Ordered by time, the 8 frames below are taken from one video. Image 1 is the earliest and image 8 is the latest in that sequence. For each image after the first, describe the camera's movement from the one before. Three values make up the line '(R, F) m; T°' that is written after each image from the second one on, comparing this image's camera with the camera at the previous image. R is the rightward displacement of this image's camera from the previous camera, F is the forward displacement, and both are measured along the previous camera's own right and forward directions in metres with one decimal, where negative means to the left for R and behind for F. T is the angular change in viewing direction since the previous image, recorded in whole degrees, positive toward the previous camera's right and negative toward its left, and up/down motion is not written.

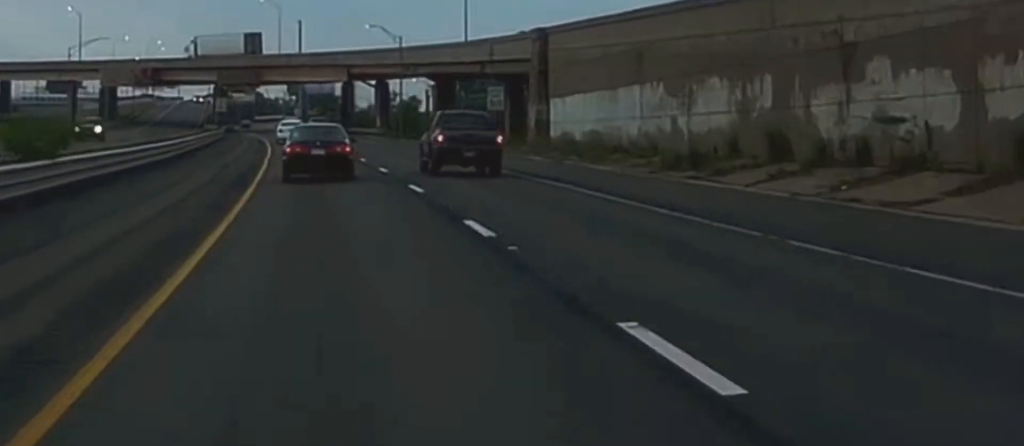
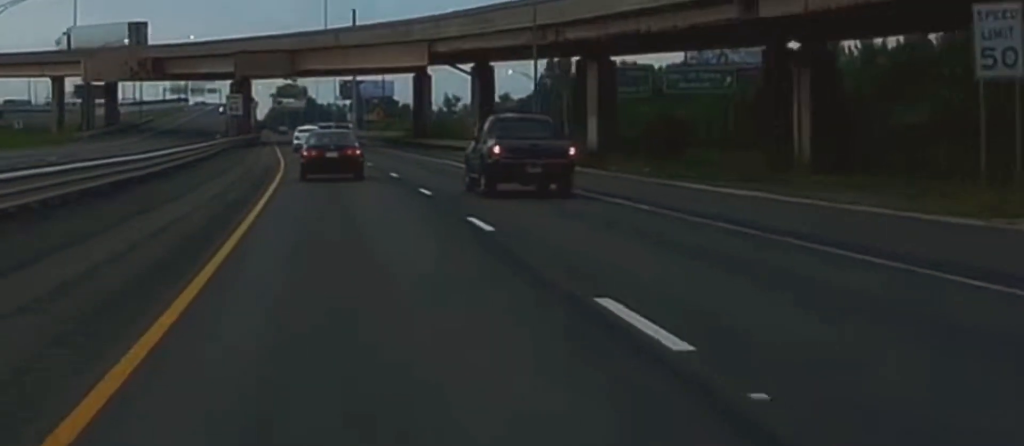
(-0.4, +59.2) m; -1°
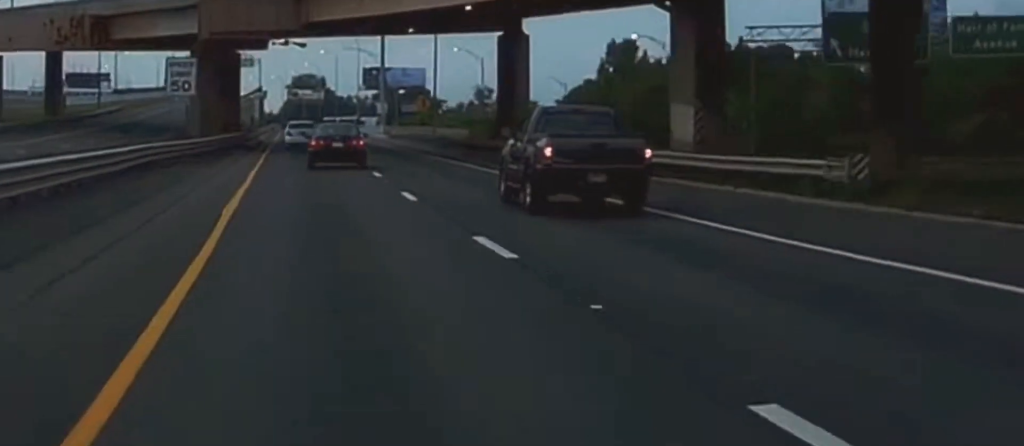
(-0.8, +53.0) m; -2°
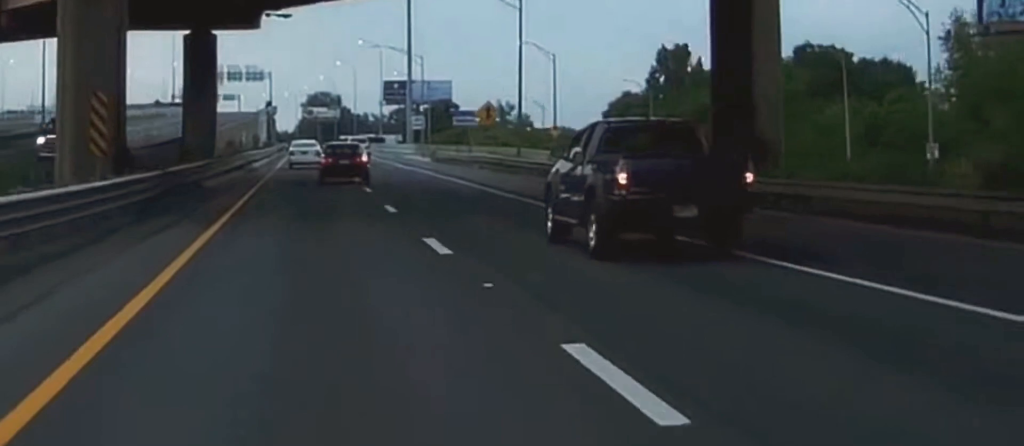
(-0.2, +45.3) m; -1°
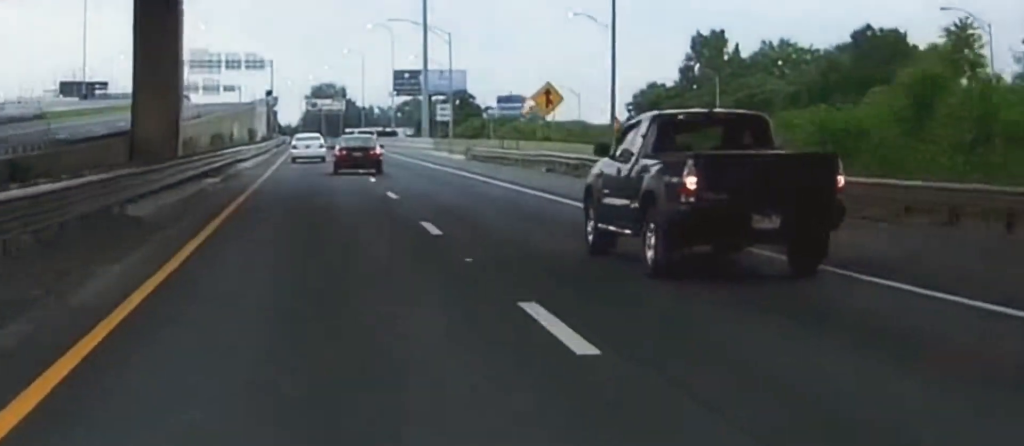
(-0.1, +22.0) m; 0°
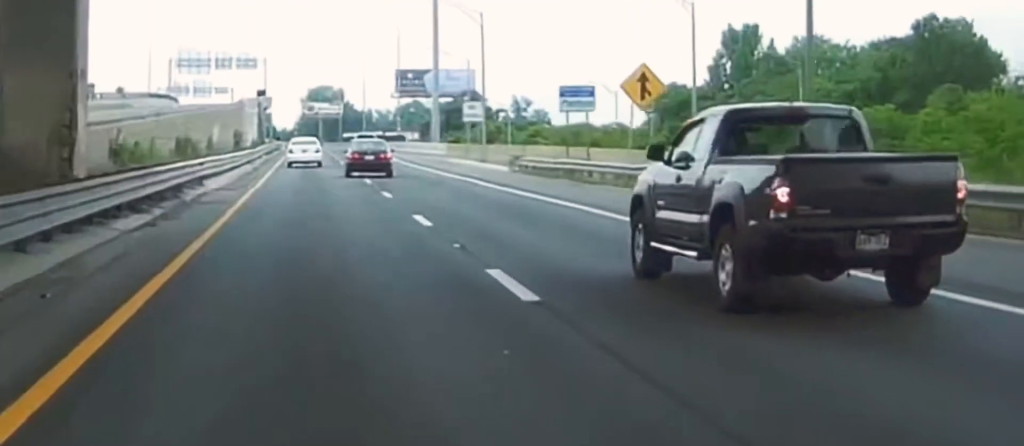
(0.0, +20.7) m; 0°
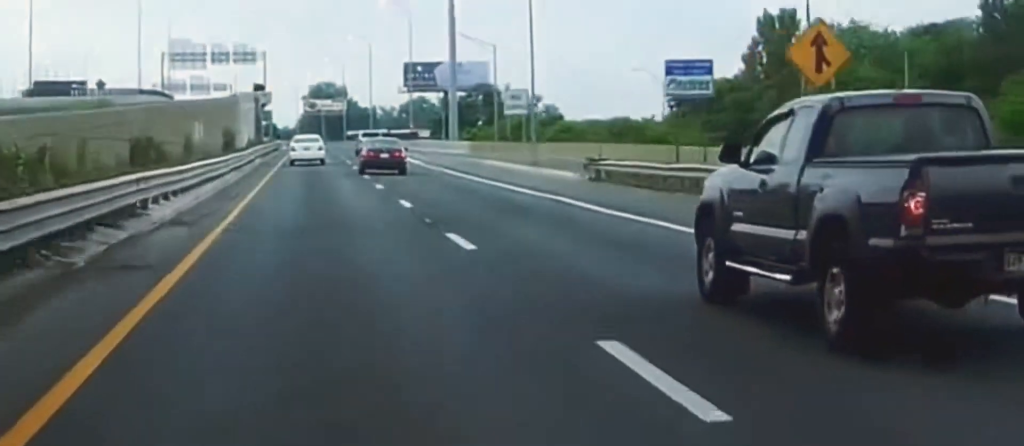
(0.0, +17.4) m; 0°
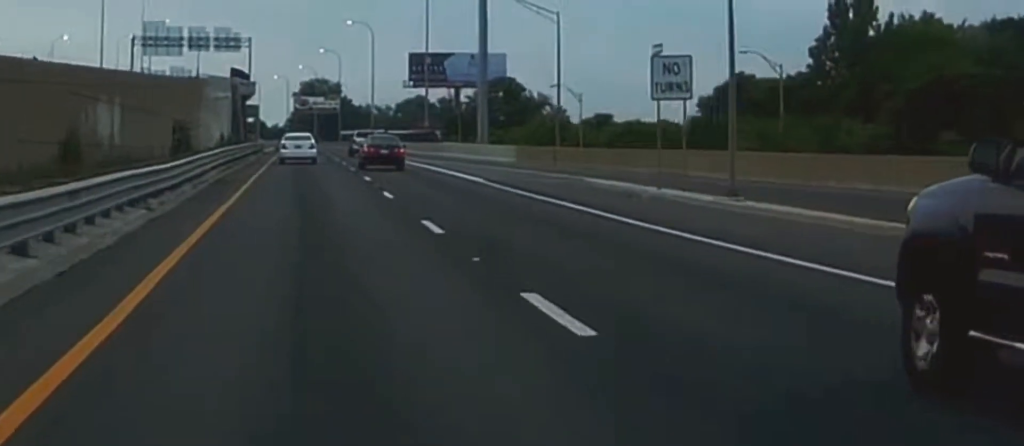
(0.0, +32.2) m; 0°
